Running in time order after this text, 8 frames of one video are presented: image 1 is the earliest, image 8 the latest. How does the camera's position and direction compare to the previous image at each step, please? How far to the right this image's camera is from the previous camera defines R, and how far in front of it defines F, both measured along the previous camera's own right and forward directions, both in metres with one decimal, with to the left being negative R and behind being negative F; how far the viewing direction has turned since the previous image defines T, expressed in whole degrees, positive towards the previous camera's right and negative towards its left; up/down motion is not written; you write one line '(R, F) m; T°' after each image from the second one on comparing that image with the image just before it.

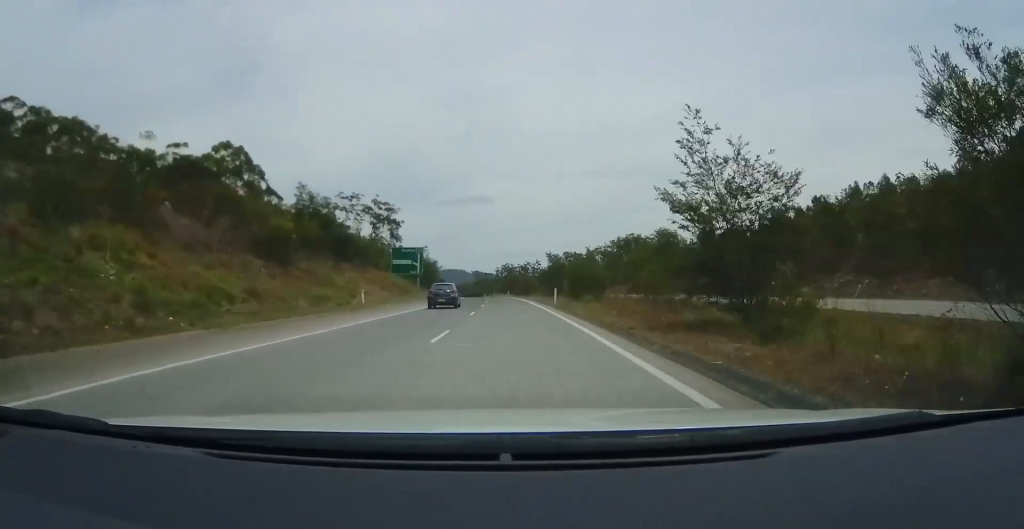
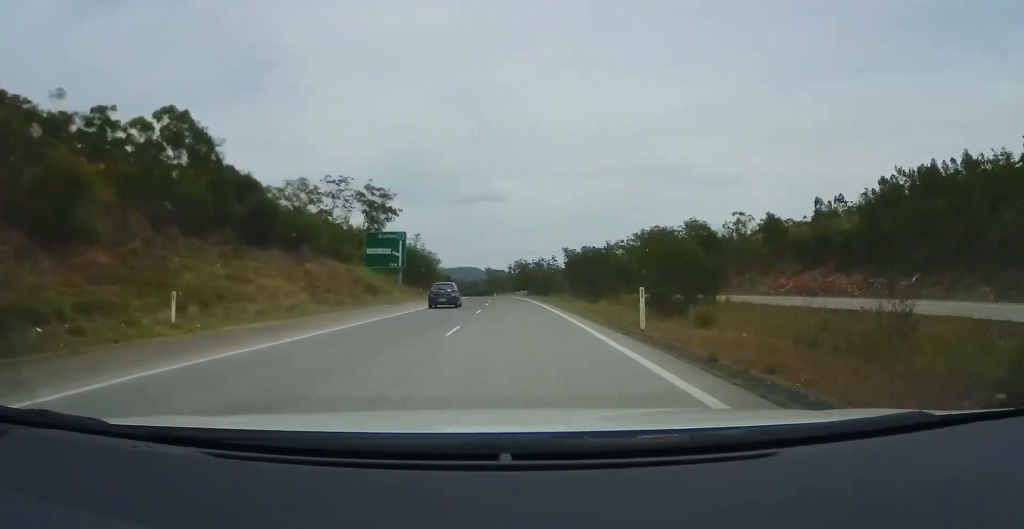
(-0.1, +23.0) m; 0°
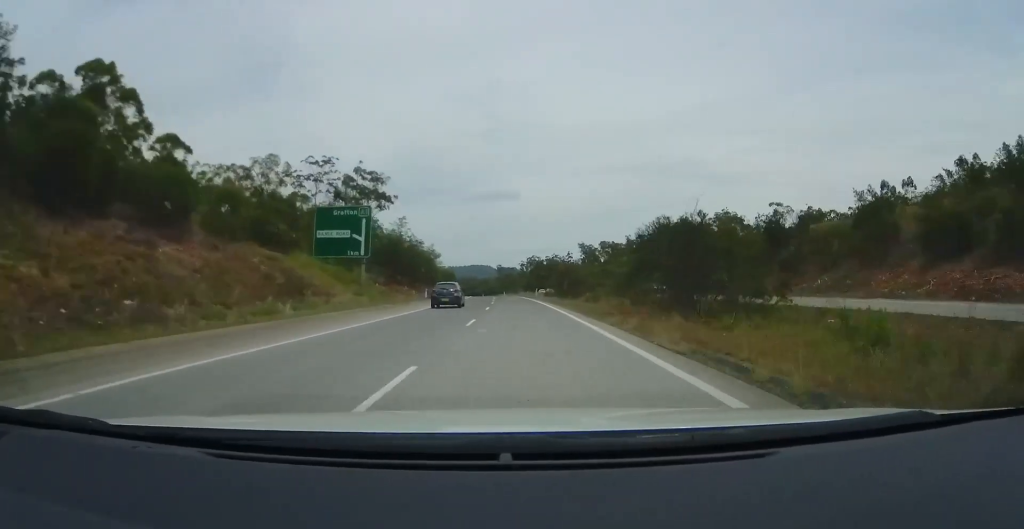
(+0.2, +19.5) m; 0°
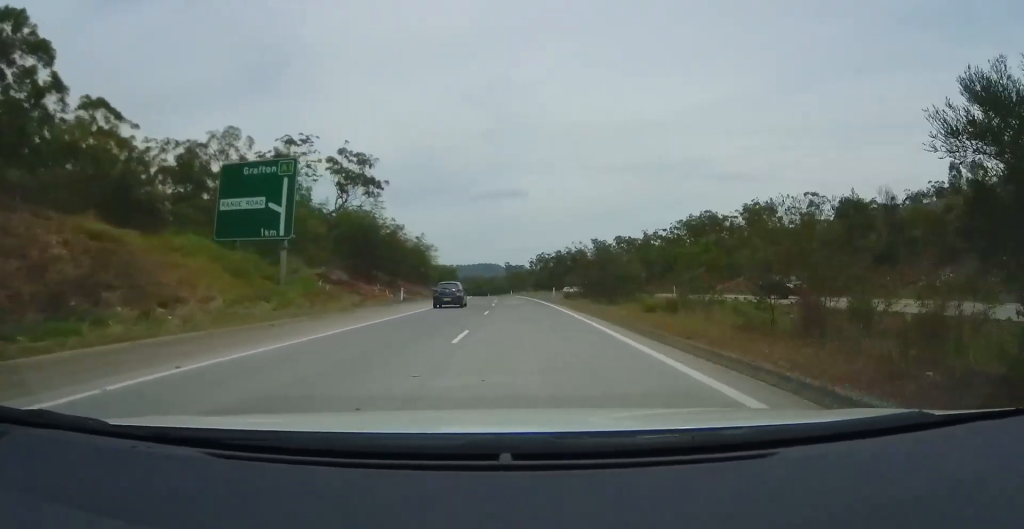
(-0.2, +18.4) m; -1°
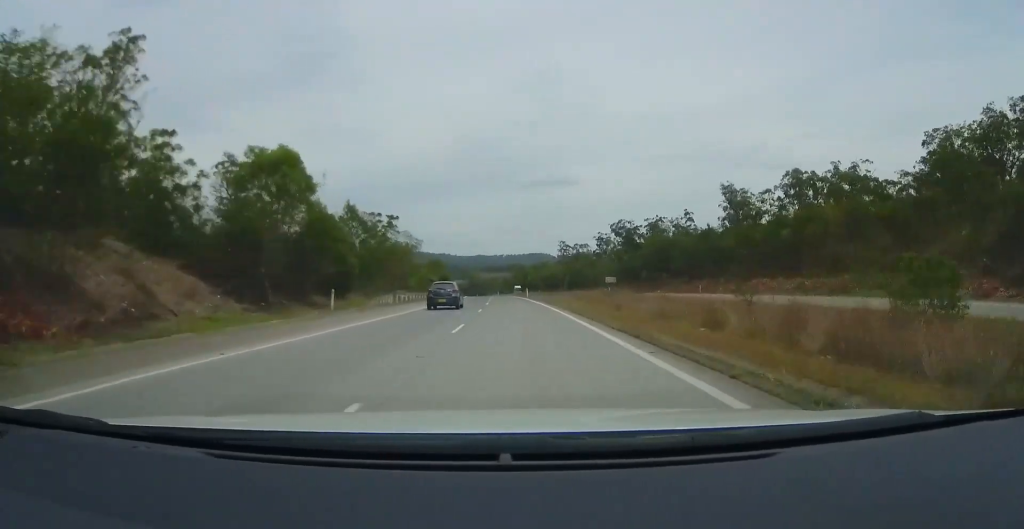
(-5.2, +116.9) m; -6°
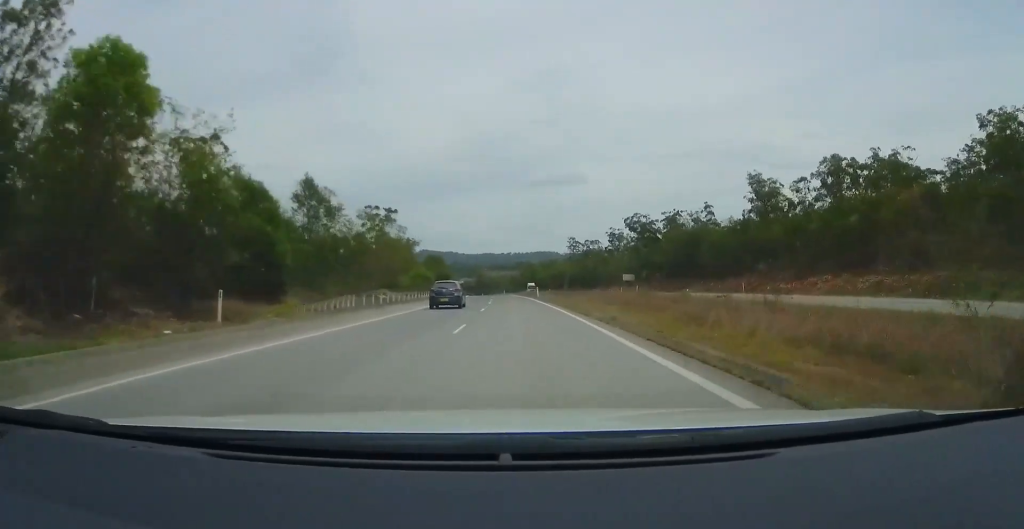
(+0.1, +12.3) m; -1°
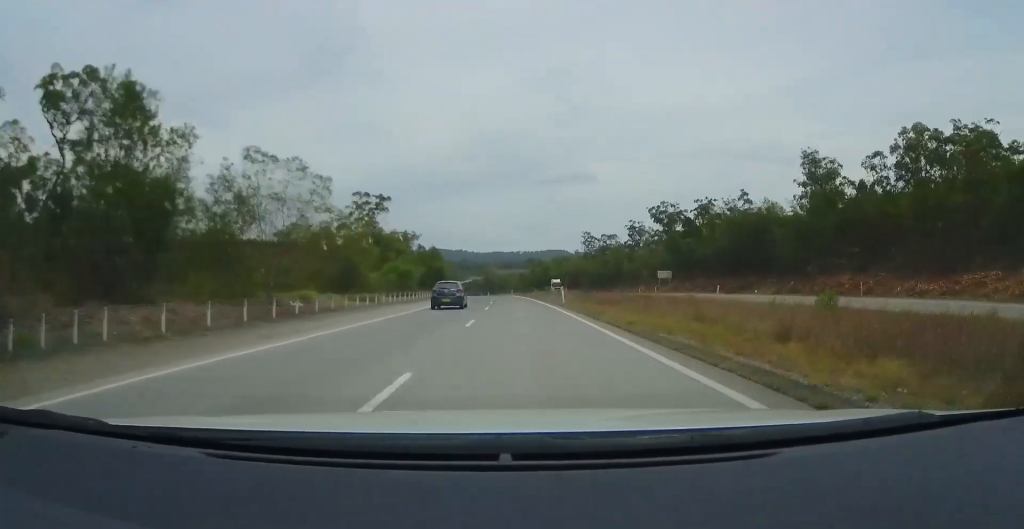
(-0.3, +20.9) m; -1°
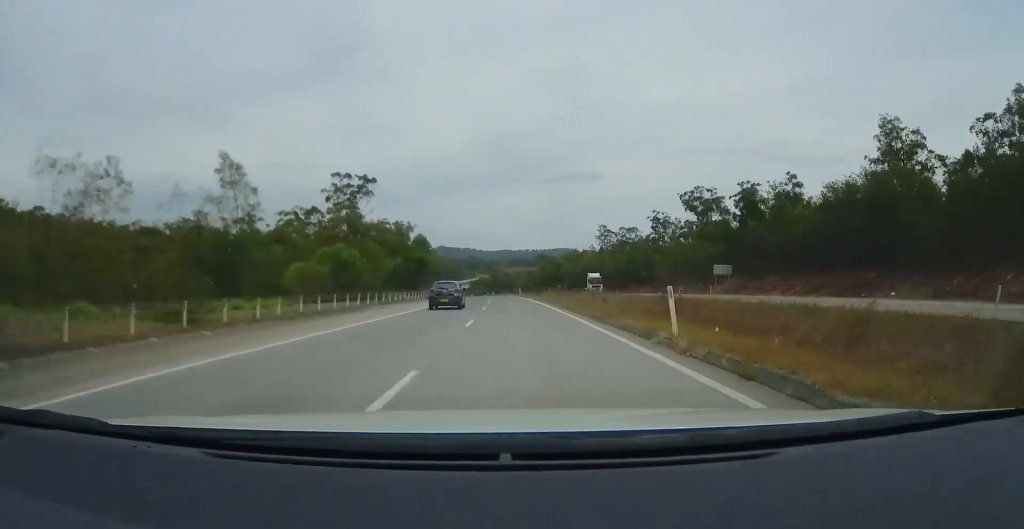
(-0.7, +23.4) m; -1°
